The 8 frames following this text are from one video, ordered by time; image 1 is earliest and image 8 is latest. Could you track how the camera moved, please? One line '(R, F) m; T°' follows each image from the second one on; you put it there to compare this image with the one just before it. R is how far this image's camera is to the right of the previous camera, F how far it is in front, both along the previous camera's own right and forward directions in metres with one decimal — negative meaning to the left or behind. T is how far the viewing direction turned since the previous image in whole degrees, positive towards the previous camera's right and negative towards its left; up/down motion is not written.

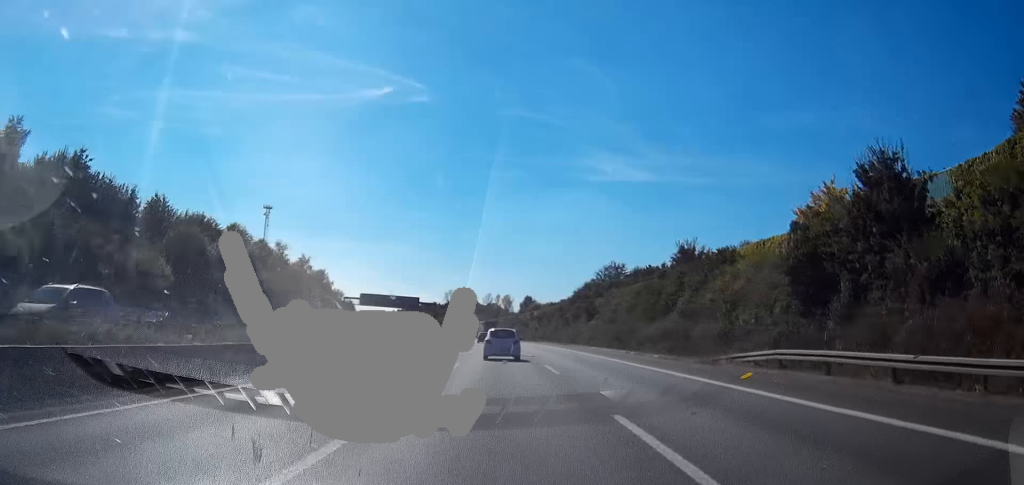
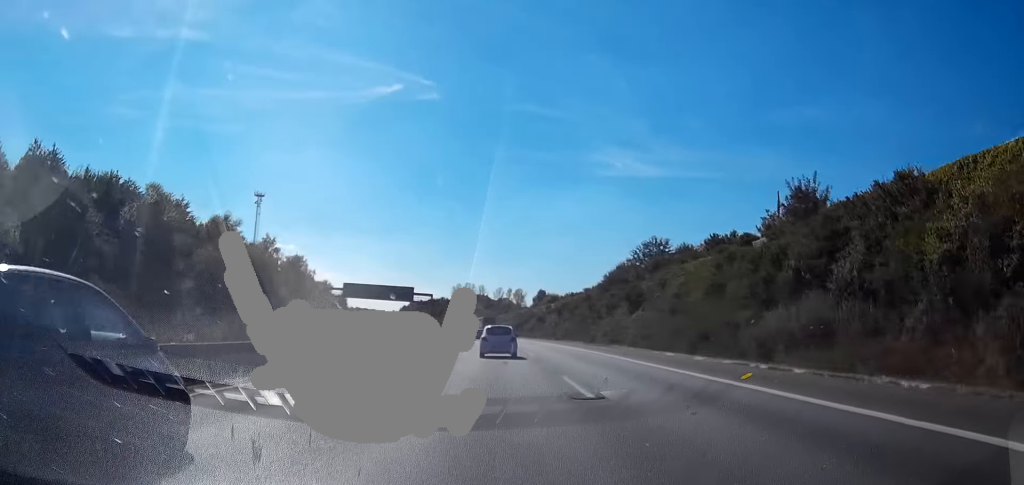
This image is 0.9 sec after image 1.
(-0.3, +26.6) m; -1°
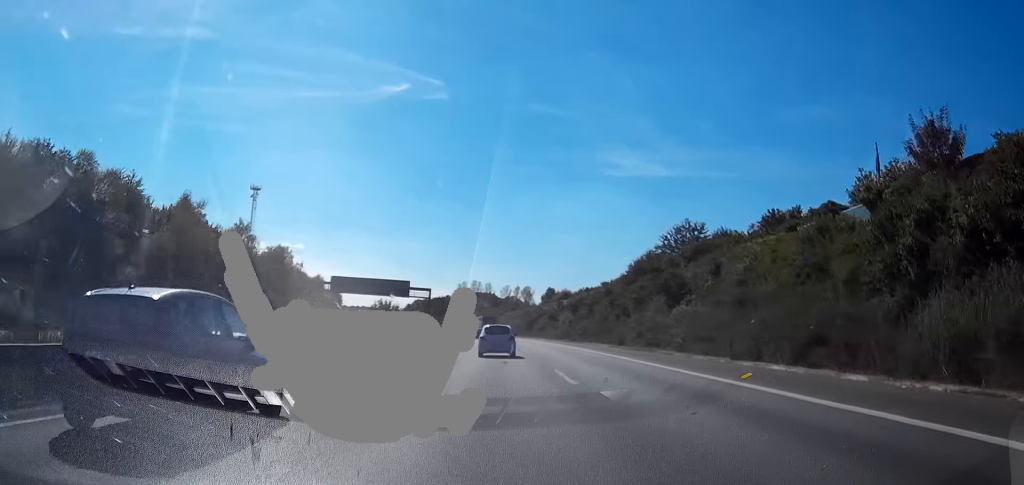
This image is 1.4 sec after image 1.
(-0.1, +14.7) m; -1°
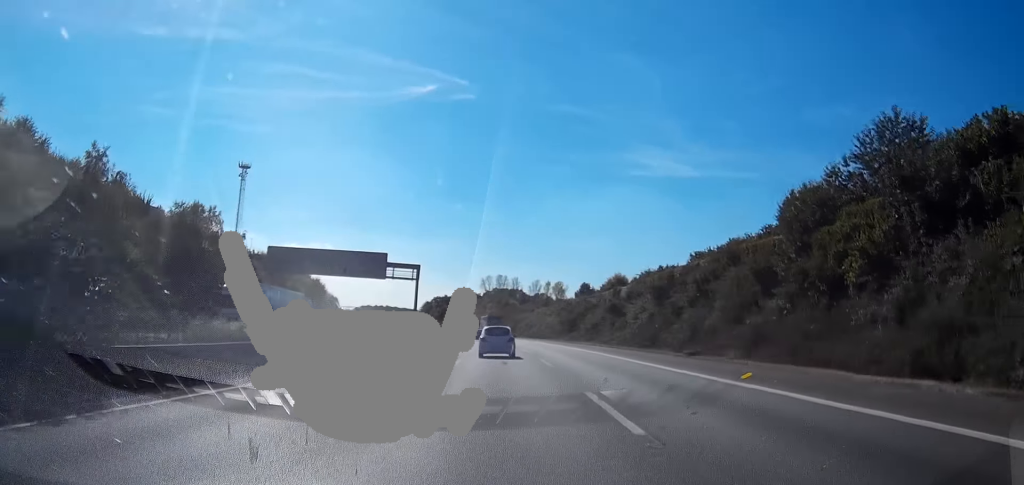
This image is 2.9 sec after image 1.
(-0.9, +44.2) m; -3°
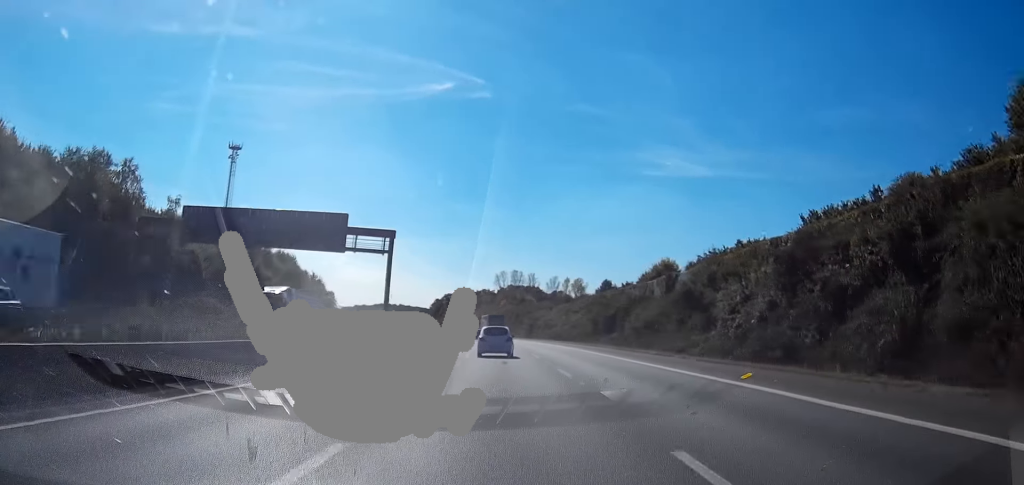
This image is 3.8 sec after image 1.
(-0.3, +25.8) m; -1°
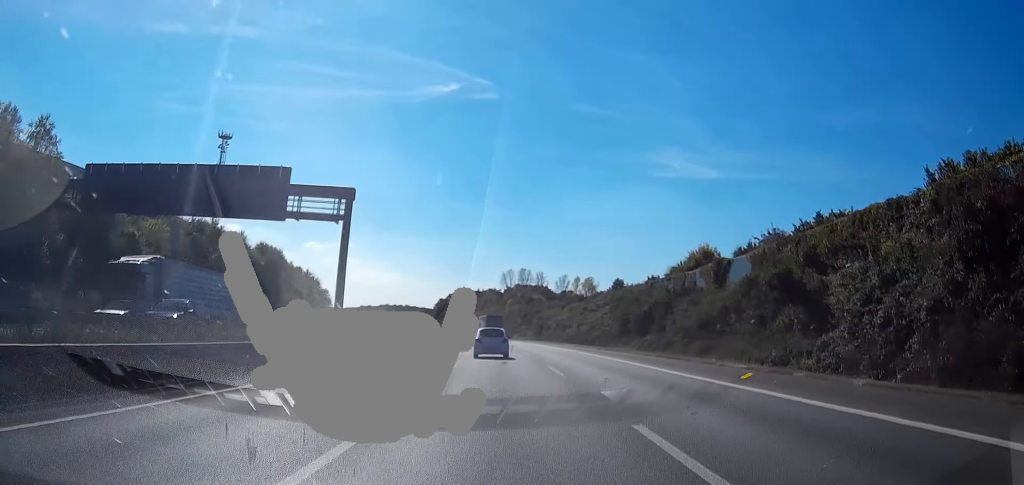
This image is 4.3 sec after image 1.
(-0.2, +16.0) m; -1°
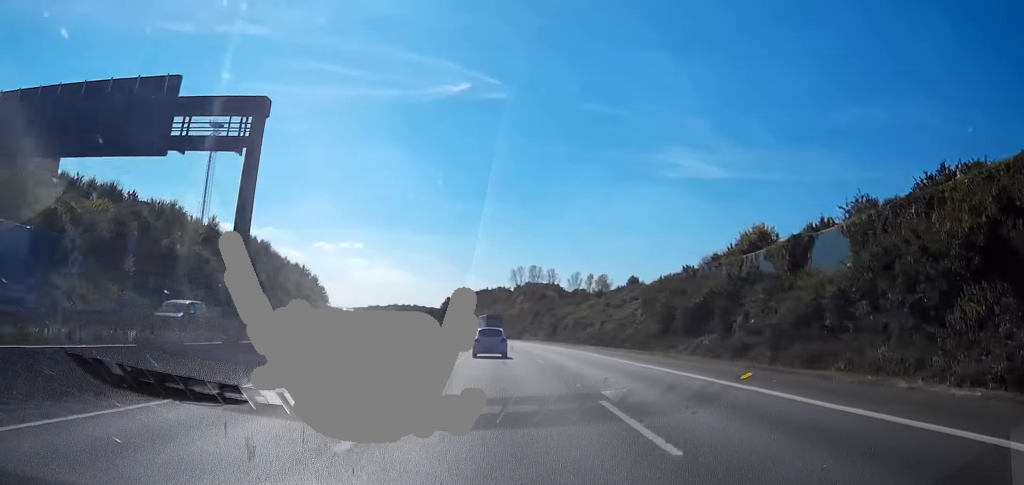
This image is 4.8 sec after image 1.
(-0.1, +15.1) m; -1°
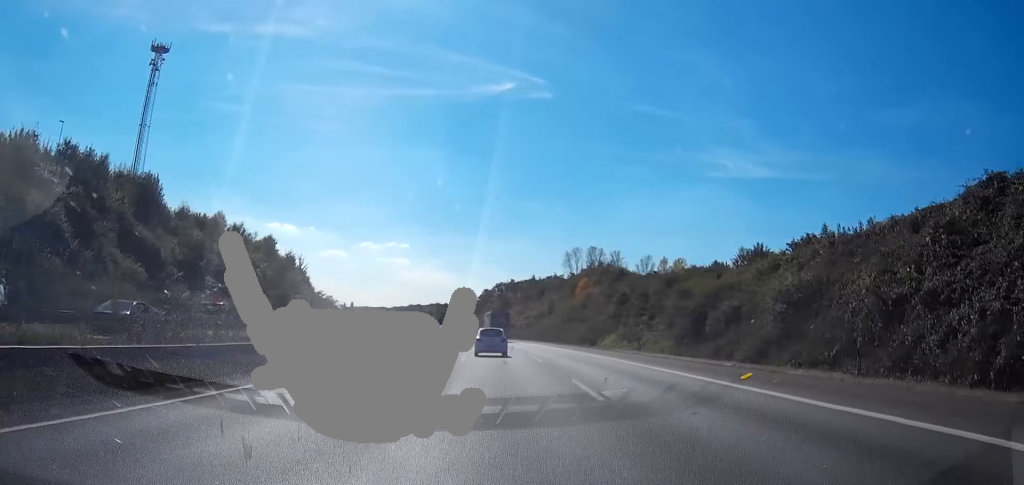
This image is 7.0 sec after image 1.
(-2.2, +67.0) m; -4°
